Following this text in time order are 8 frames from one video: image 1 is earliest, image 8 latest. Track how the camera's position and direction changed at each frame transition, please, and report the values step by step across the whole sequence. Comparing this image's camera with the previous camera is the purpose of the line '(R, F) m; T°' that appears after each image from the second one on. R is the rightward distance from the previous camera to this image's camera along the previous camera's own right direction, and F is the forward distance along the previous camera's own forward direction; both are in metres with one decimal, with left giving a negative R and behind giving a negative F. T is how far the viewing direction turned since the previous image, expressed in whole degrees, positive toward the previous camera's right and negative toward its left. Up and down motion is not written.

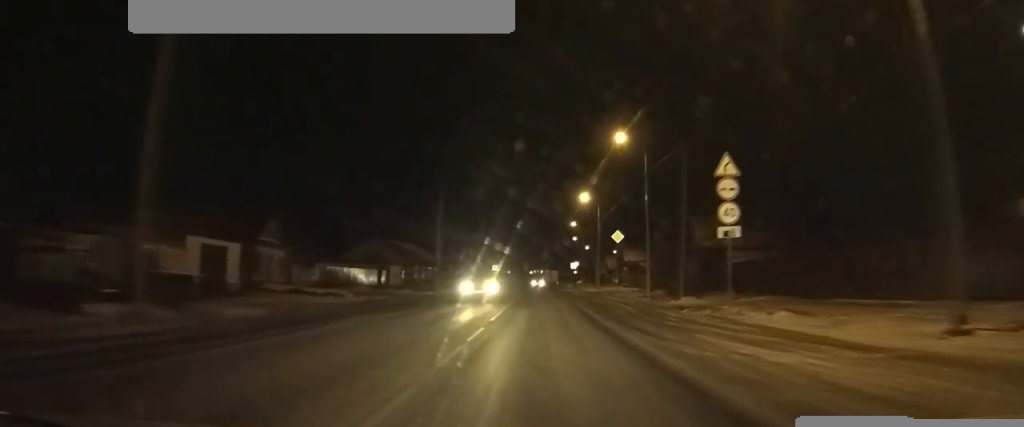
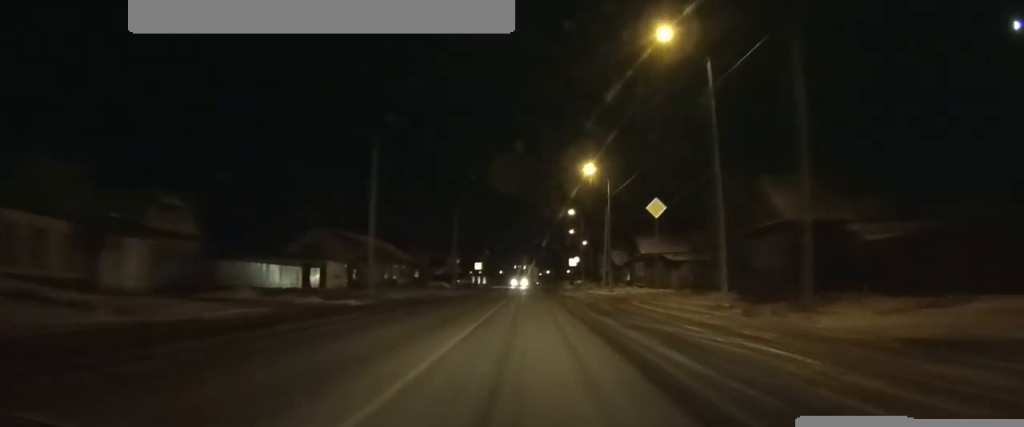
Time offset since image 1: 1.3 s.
(-0.2, +16.2) m; -1°
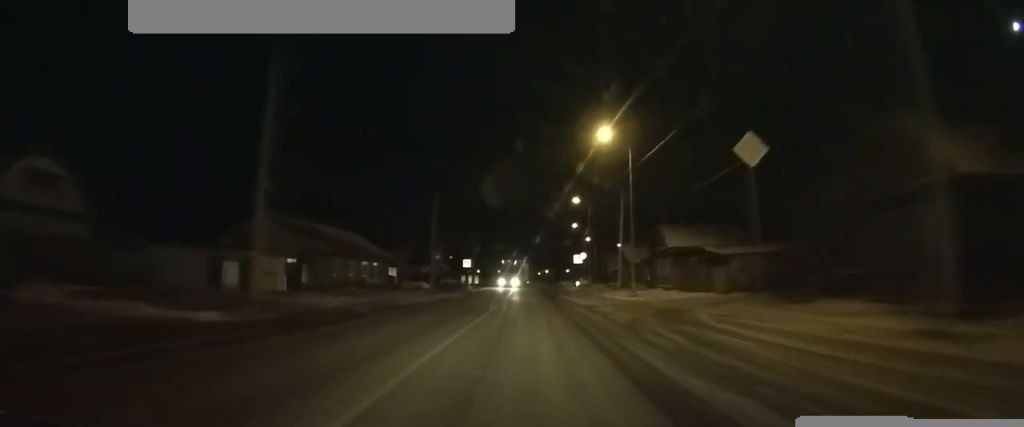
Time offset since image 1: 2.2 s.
(0.0, +12.0) m; 0°
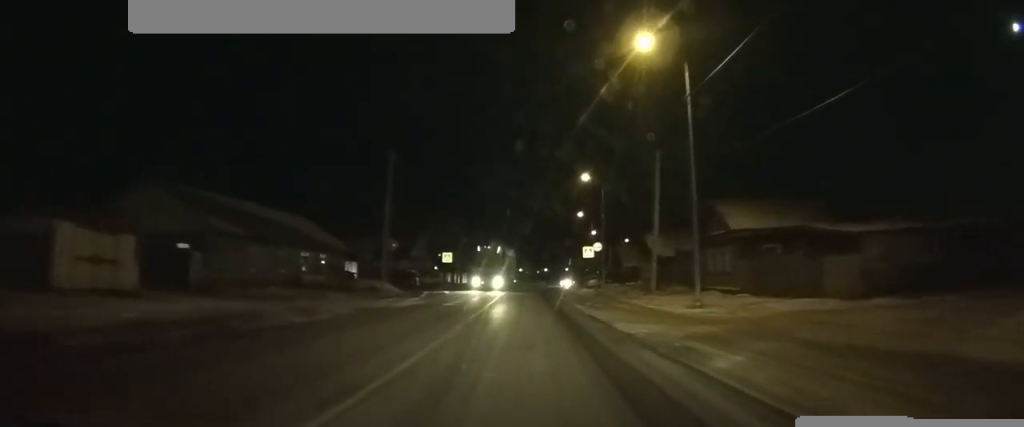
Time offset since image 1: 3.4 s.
(+0.1, +14.7) m; +1°
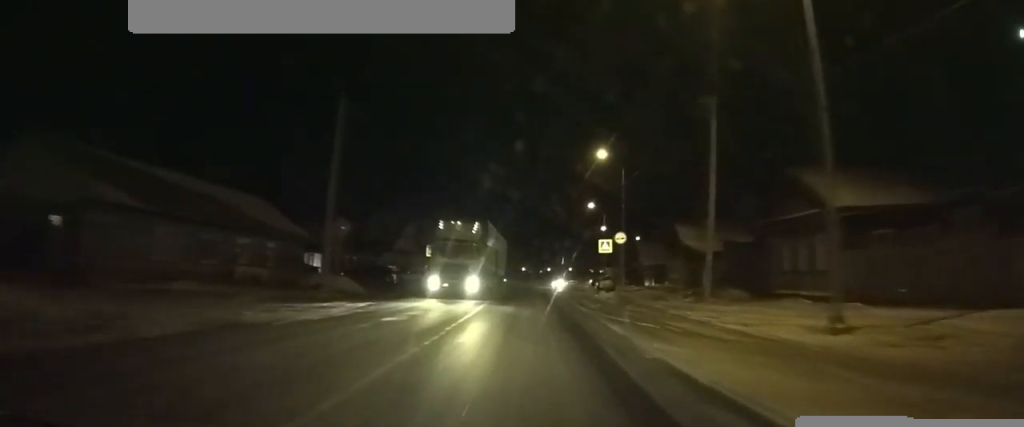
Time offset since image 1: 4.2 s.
(+0.1, +10.3) m; +1°
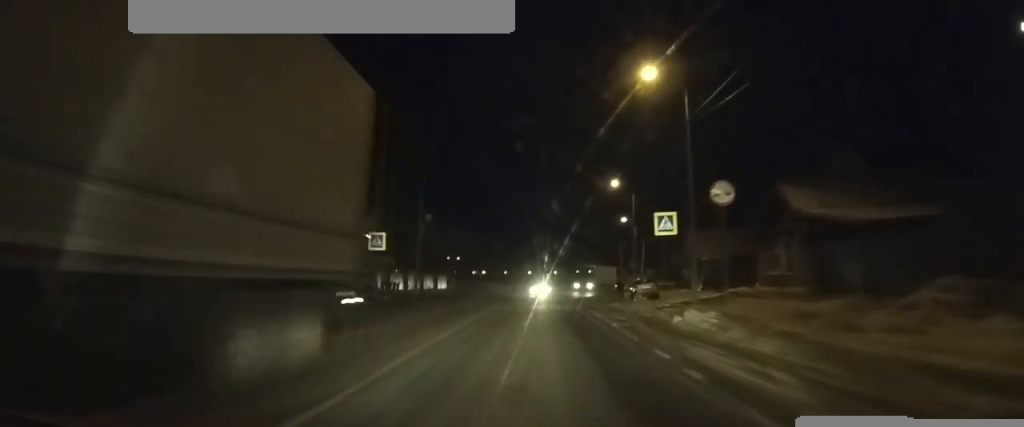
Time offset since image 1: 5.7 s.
(0.0, +19.6) m; 0°
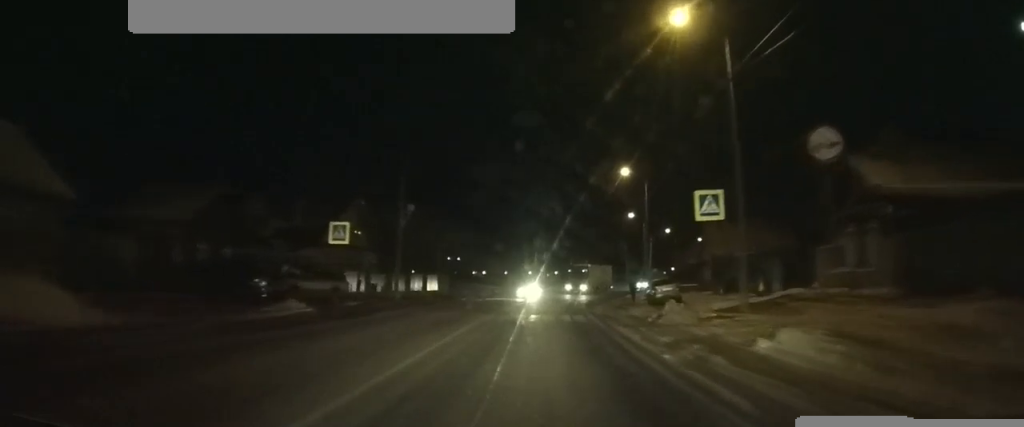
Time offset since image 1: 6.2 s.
(0.0, +6.8) m; 0°
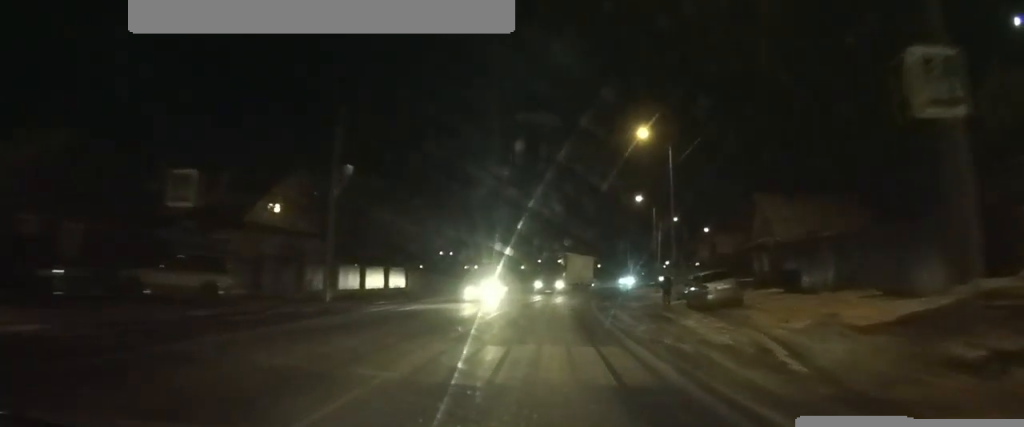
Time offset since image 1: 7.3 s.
(0.0, +13.2) m; 0°
